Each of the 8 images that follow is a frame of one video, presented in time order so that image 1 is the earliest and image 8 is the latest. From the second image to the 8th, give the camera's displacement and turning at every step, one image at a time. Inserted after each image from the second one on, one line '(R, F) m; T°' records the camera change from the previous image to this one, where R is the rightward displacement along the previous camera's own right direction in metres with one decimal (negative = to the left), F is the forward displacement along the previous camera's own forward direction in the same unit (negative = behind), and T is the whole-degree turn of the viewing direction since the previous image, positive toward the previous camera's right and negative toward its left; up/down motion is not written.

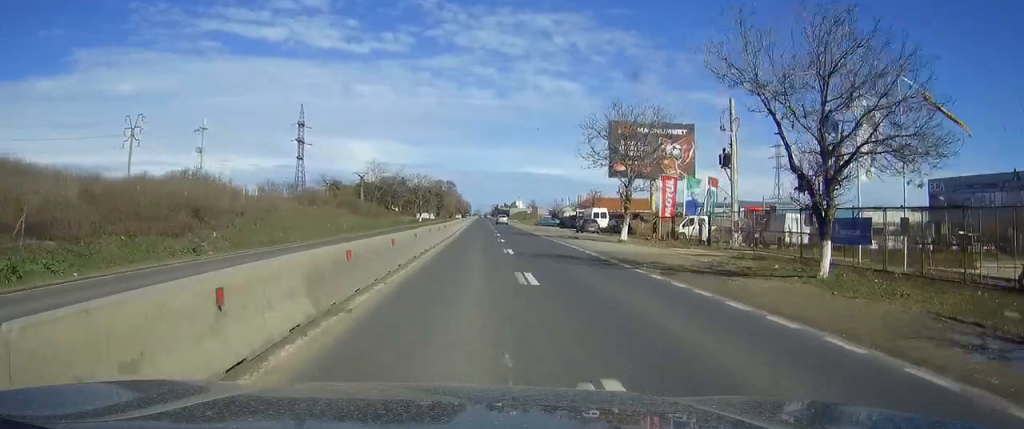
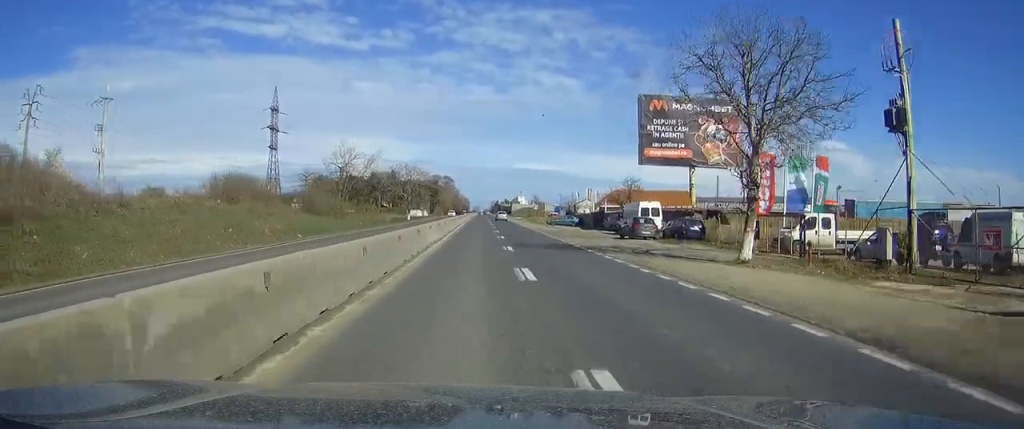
(0.0, +22.7) m; 0°
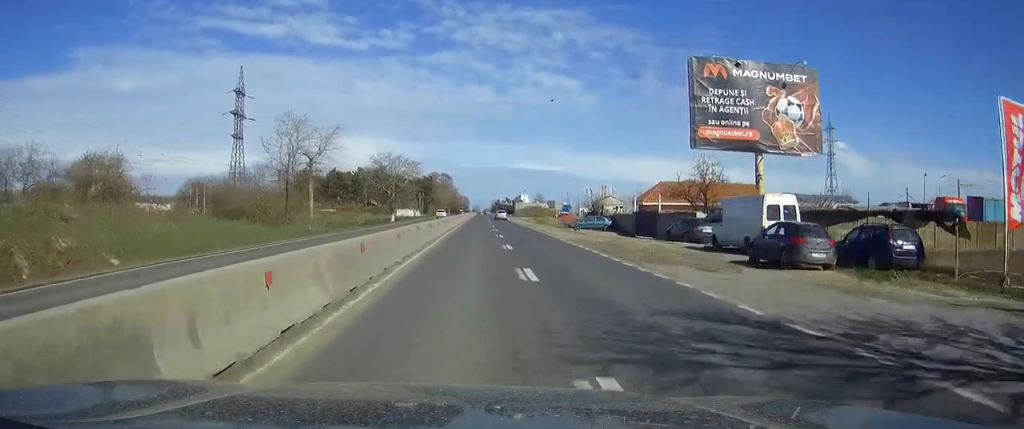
(-0.1, +23.6) m; 0°
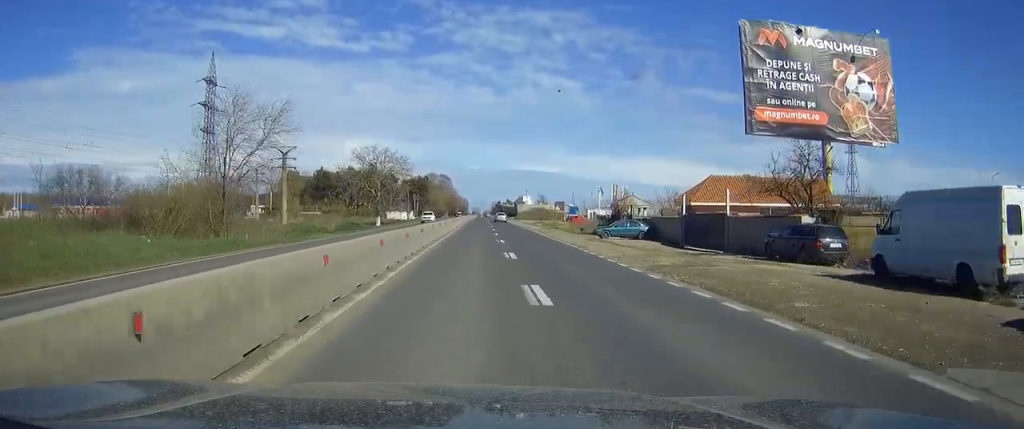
(-0.1, +15.2) m; 0°
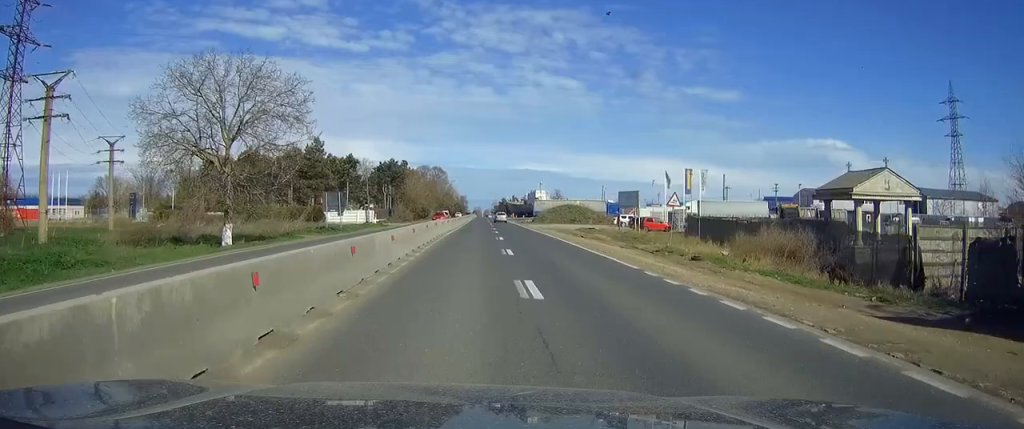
(+0.3, +57.4) m; 0°
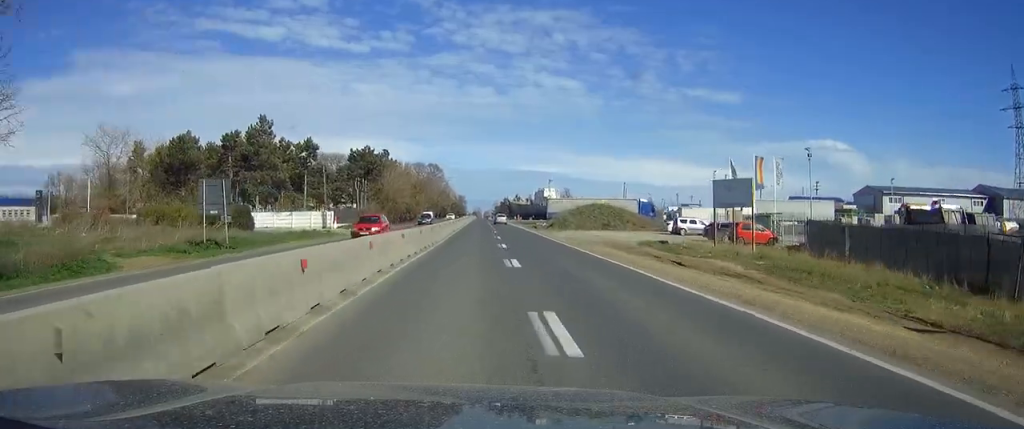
(0.0, +27.8) m; 0°
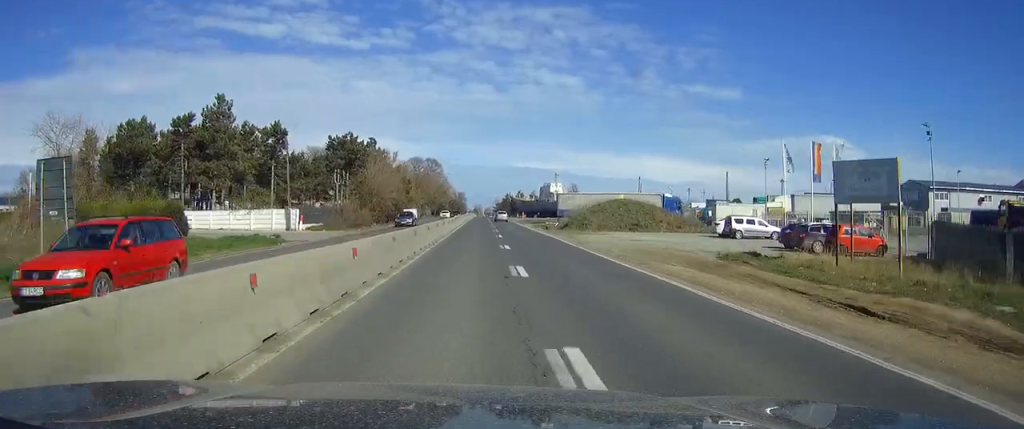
(0.0, +14.3) m; 0°
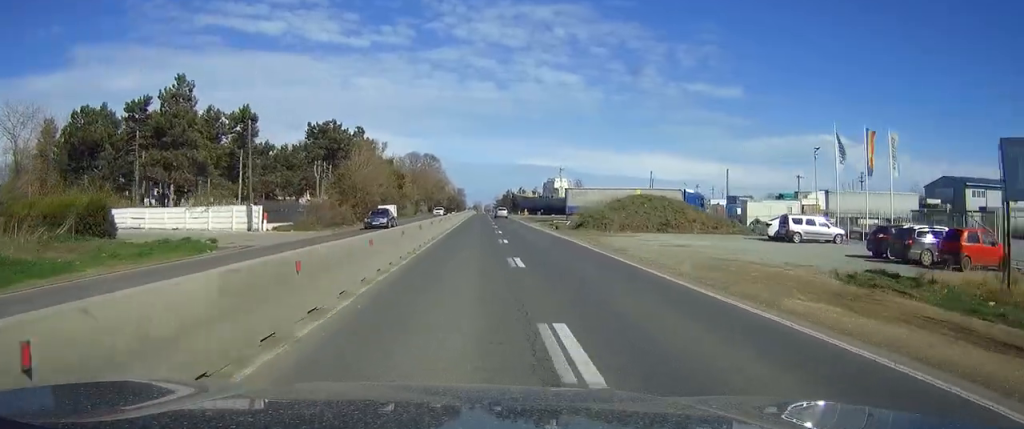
(-0.1, +10.1) m; 0°
